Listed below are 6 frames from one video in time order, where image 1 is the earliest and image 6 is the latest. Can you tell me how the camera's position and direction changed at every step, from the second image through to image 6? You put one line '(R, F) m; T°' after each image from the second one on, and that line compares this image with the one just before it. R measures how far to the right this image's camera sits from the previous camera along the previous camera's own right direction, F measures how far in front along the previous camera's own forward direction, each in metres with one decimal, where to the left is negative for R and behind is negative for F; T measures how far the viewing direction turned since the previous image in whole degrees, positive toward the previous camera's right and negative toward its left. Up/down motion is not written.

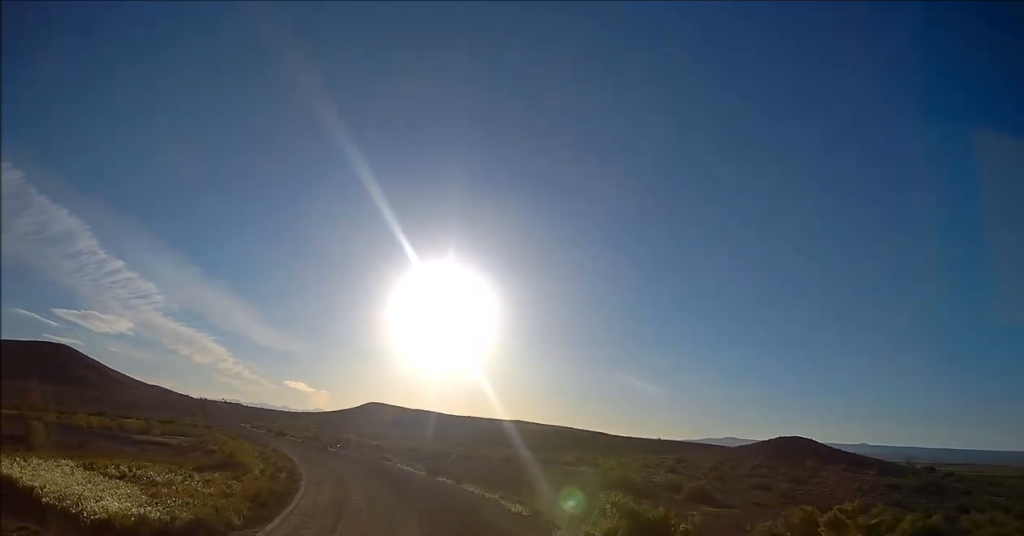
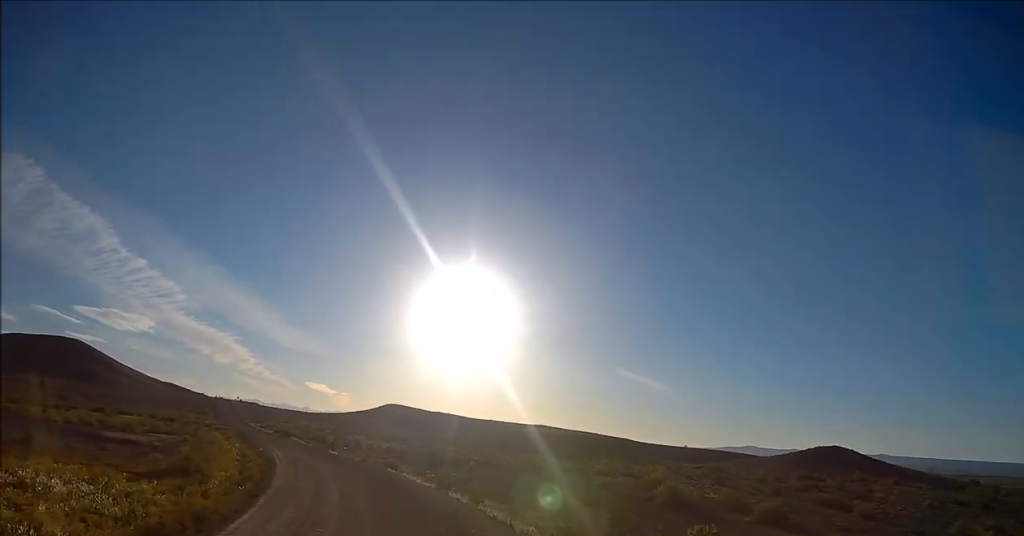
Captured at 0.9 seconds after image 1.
(-0.2, +8.2) m; -3°
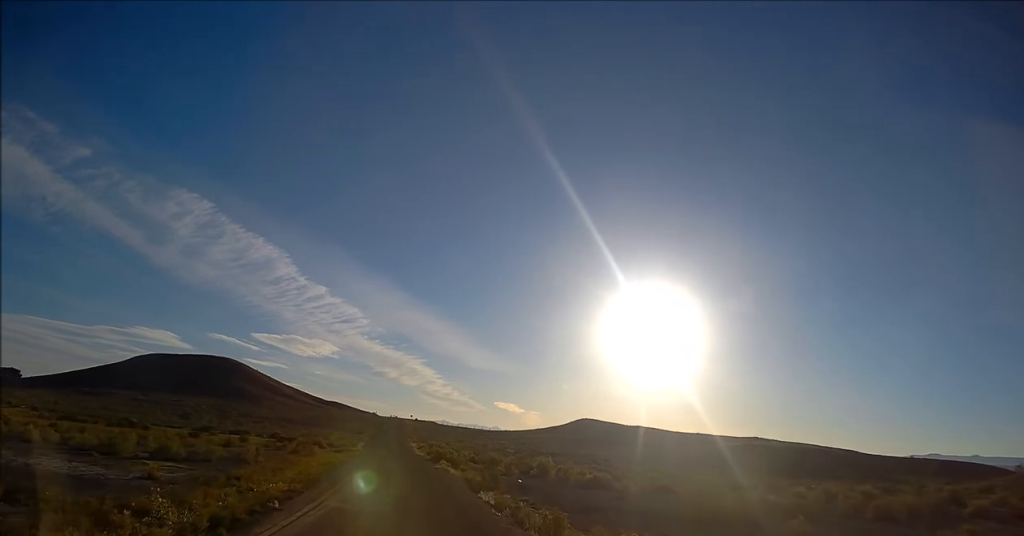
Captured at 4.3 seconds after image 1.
(-3.1, +30.3) m; -15°
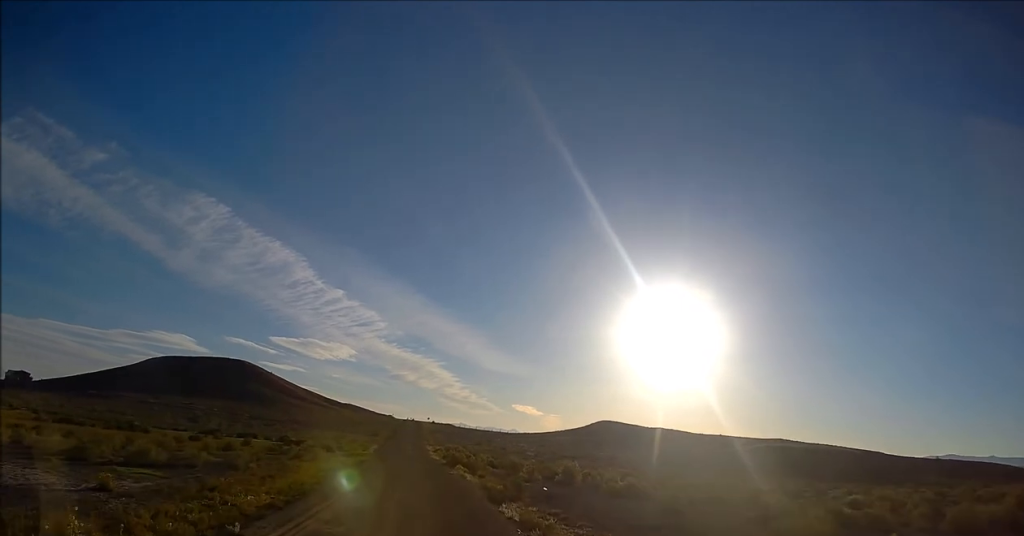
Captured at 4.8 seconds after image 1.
(-0.3, +4.5) m; -2°
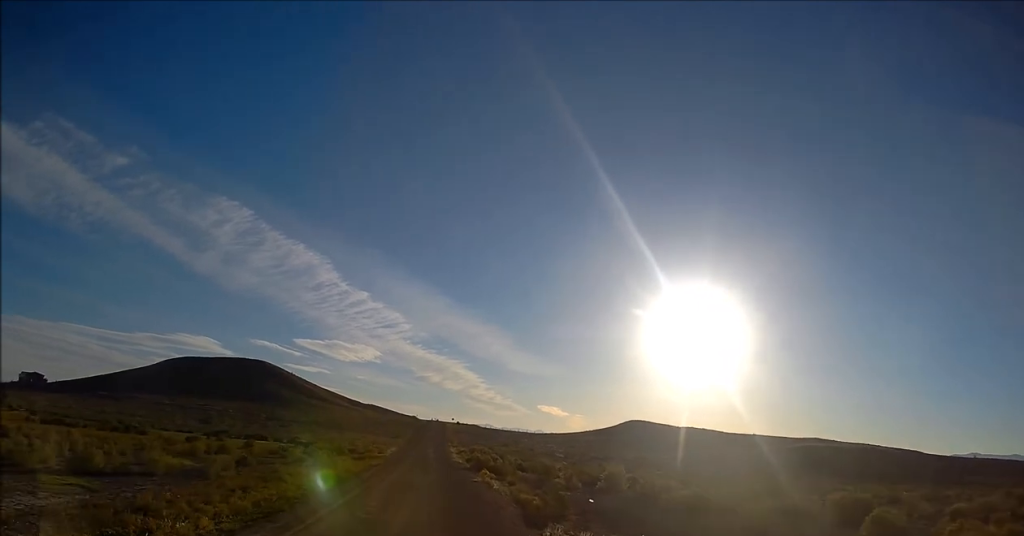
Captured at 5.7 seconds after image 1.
(-0.3, +6.9) m; -3°
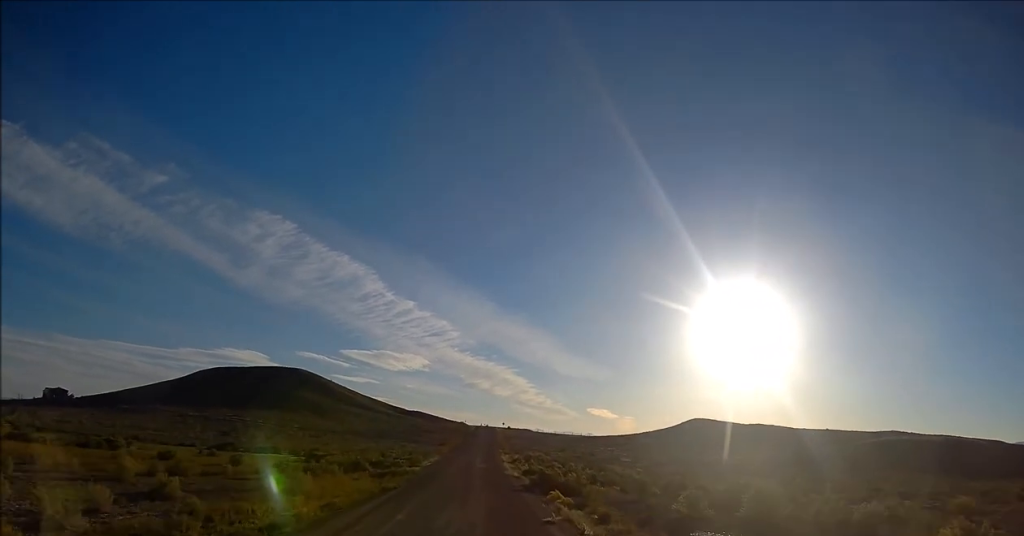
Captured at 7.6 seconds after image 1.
(0.0, +16.6) m; 0°
